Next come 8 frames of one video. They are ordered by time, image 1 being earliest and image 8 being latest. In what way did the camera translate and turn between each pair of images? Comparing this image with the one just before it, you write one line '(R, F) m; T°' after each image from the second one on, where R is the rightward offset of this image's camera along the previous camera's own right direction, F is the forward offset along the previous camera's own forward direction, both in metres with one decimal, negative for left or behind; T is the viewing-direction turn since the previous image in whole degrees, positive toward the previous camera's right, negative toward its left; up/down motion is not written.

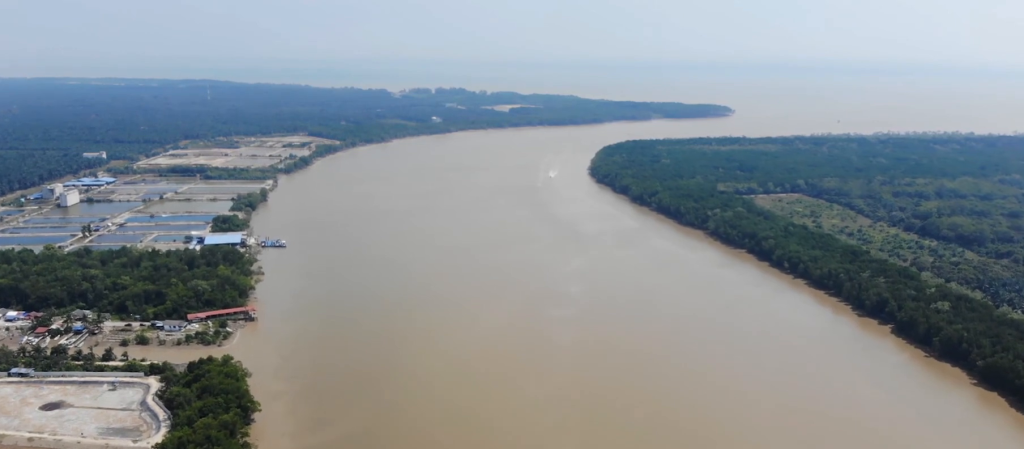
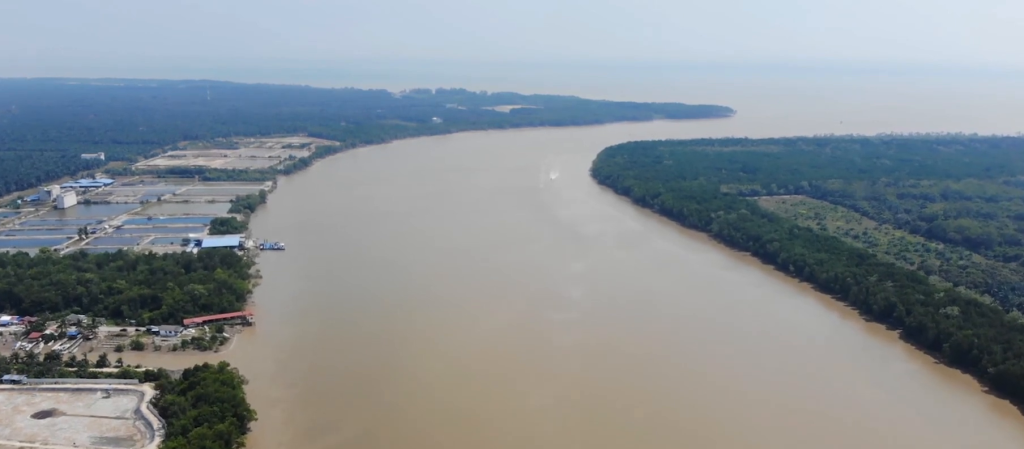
(0.0, +8.9) m; 0°
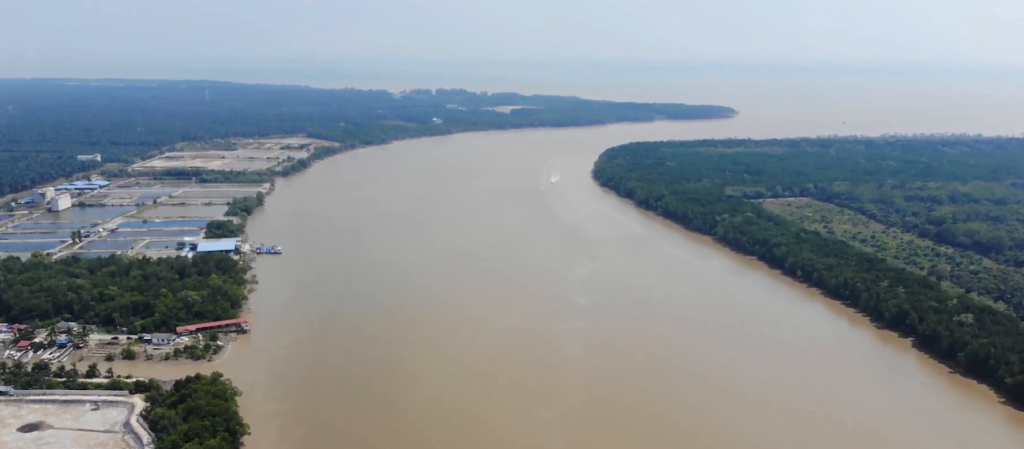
(0.0, +13.6) m; 0°
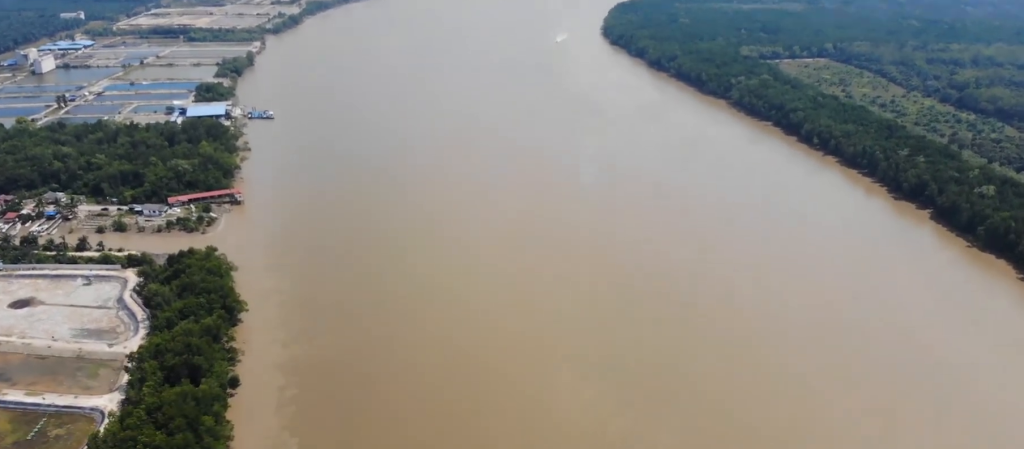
(0.0, +16.0) m; 0°
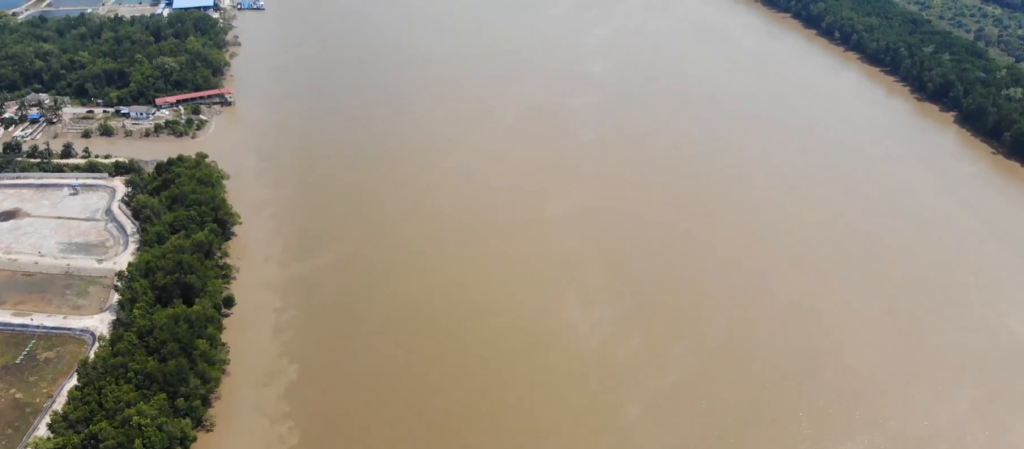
(0.0, +14.9) m; 0°
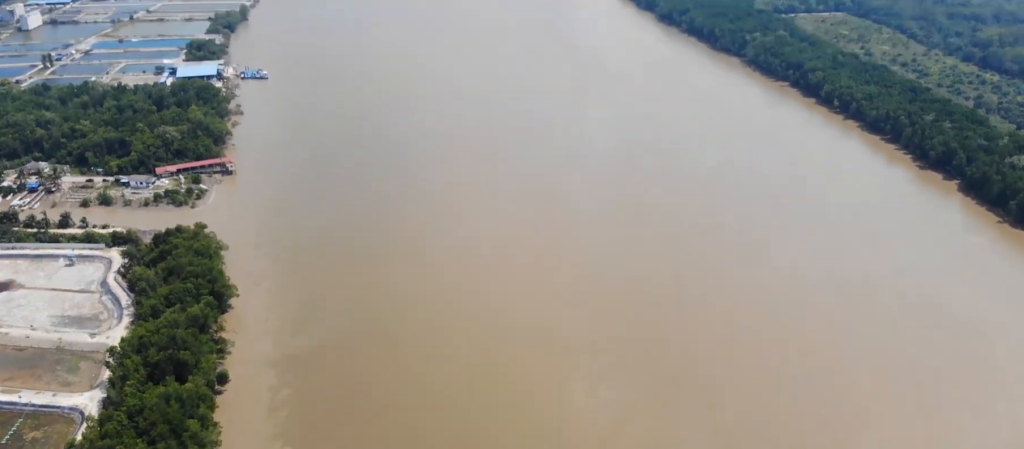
(0.0, +8.0) m; 0°
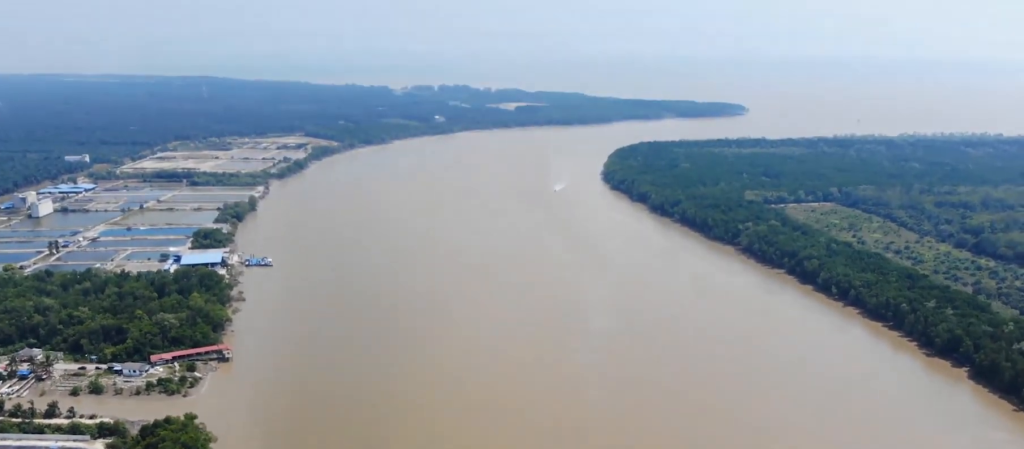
(0.0, +11.1) m; 0°
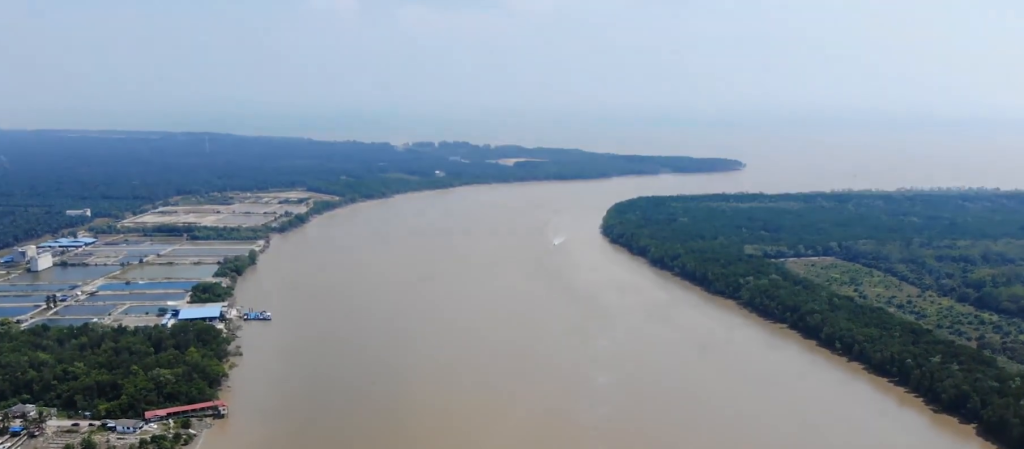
(0.0, +4.3) m; 0°
